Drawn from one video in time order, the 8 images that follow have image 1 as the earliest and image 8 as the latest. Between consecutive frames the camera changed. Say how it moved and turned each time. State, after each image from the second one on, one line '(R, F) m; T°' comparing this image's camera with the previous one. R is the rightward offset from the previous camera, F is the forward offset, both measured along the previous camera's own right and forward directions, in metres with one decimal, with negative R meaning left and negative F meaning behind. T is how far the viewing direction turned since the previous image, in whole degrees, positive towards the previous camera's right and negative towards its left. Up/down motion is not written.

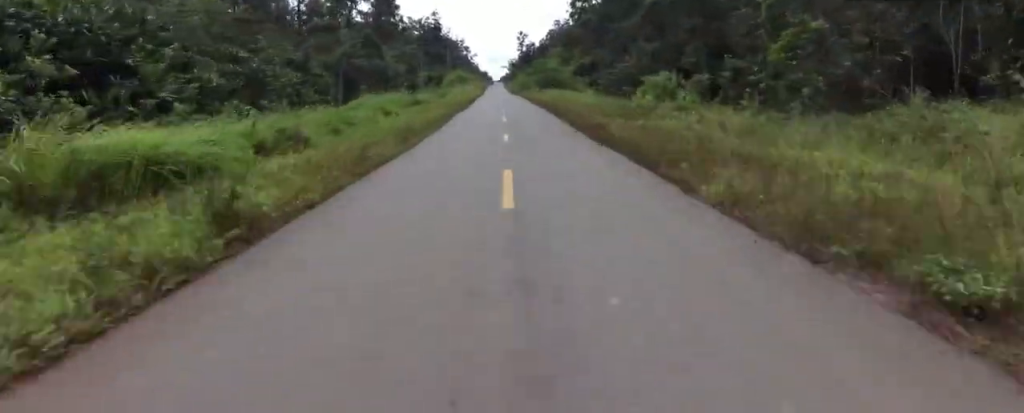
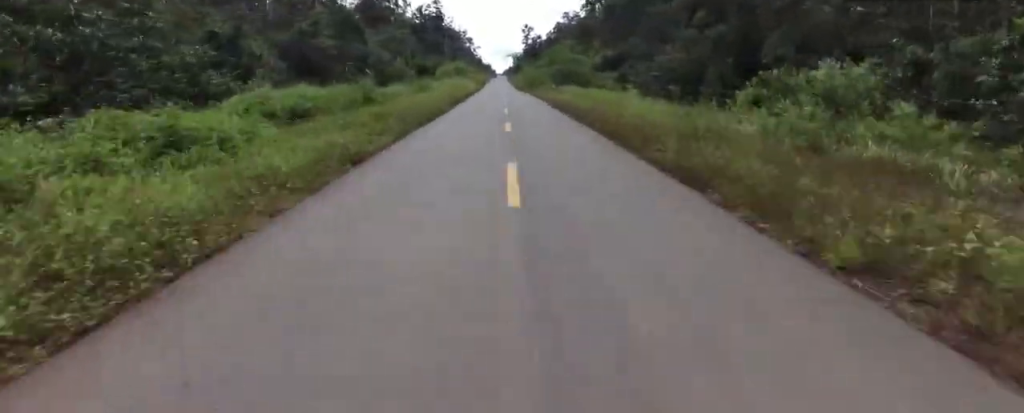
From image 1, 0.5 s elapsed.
(+0.2, +15.4) m; -1°
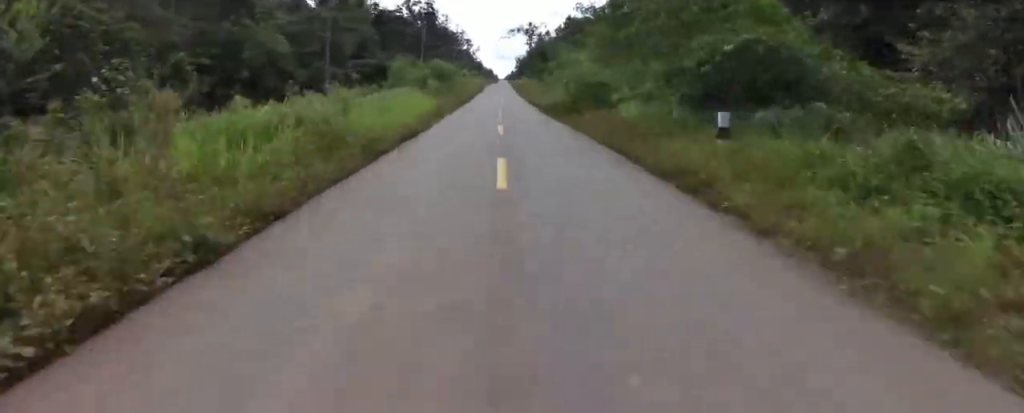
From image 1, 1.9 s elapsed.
(-0.8, +39.5) m; +1°
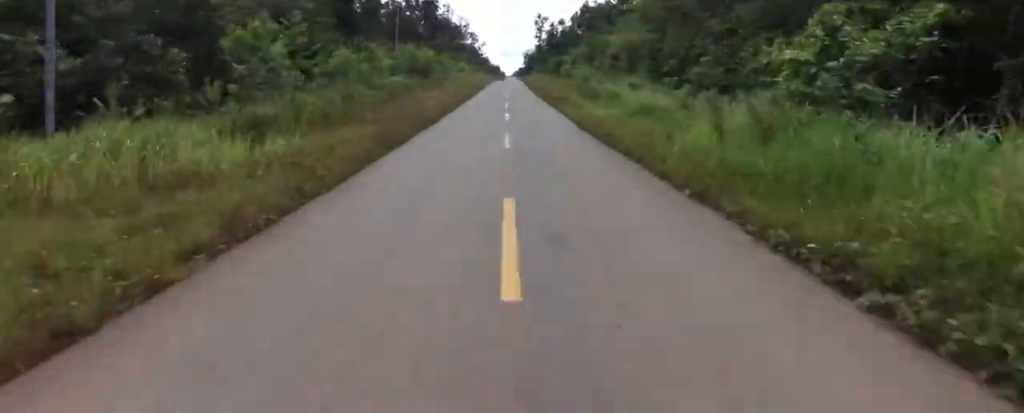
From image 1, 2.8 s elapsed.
(+0.8, +28.2) m; +2°
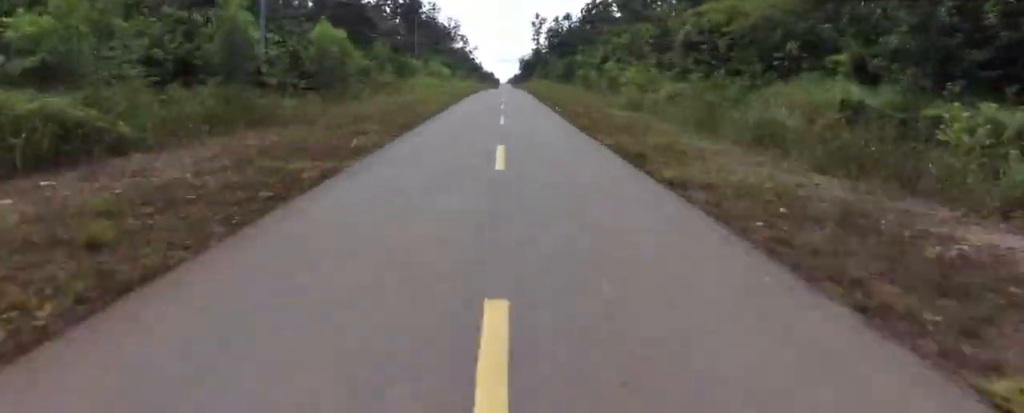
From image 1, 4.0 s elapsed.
(-0.1, +35.8) m; -2°
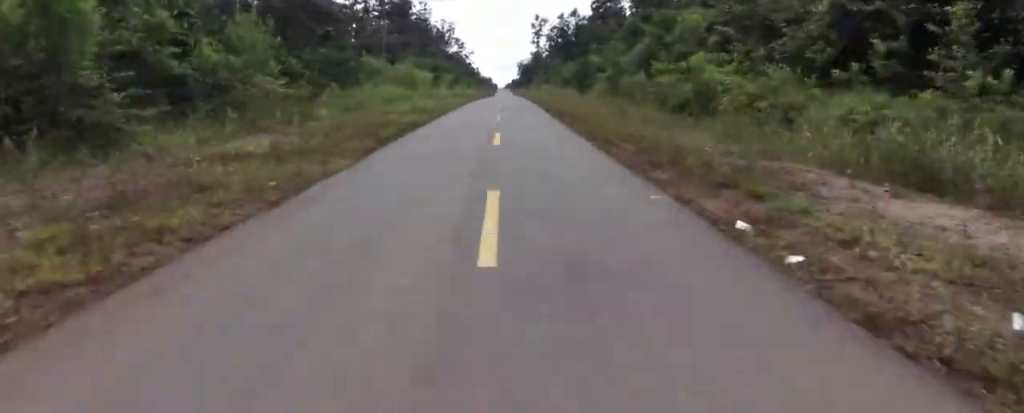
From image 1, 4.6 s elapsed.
(0.0, +19.4) m; -1°
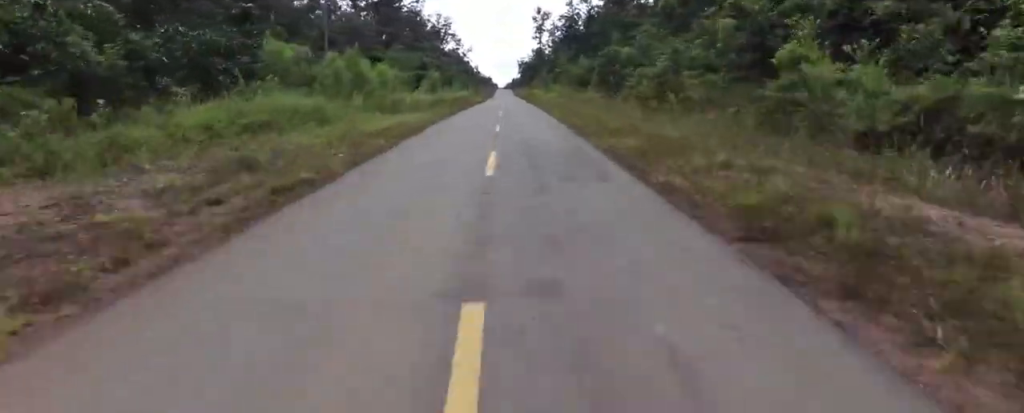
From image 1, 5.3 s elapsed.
(-1.0, +20.5) m; 0°
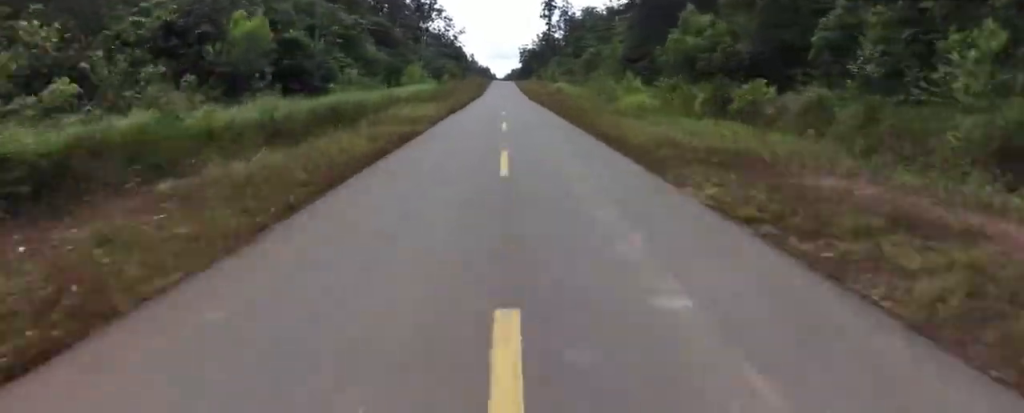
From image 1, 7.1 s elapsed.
(+2.3, +57.1) m; +3°
